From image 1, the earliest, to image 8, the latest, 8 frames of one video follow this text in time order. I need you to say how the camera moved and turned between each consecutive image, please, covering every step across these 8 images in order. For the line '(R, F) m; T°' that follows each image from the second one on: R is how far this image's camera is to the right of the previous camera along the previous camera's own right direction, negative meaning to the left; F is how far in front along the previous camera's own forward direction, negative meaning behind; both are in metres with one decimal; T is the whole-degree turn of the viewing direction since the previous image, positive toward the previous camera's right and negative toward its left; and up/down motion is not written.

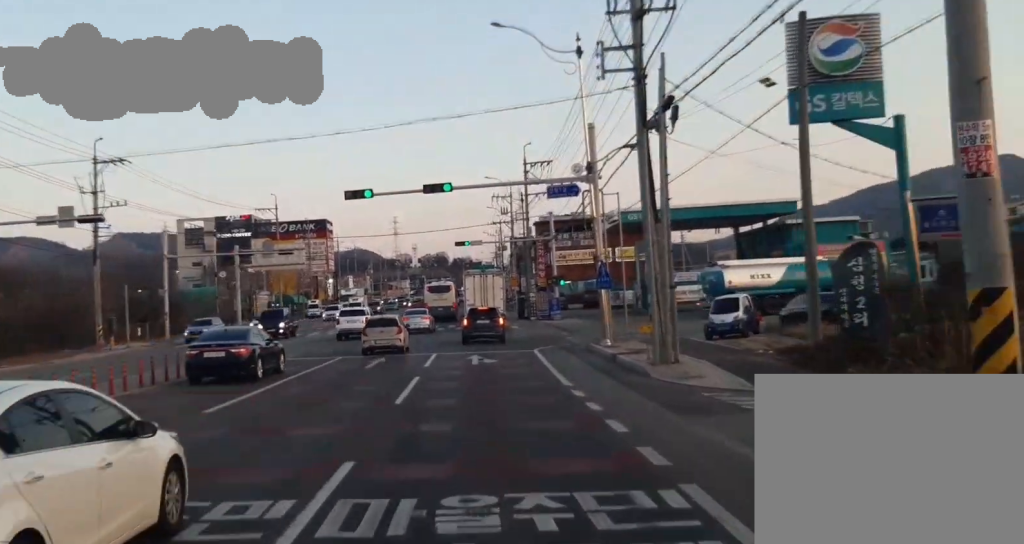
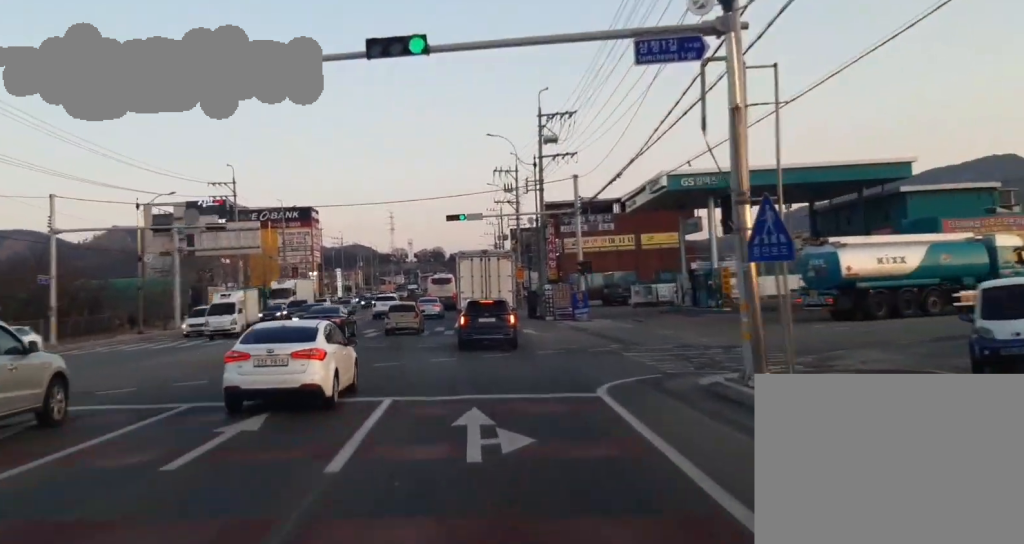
(0.0, +17.6) m; 0°
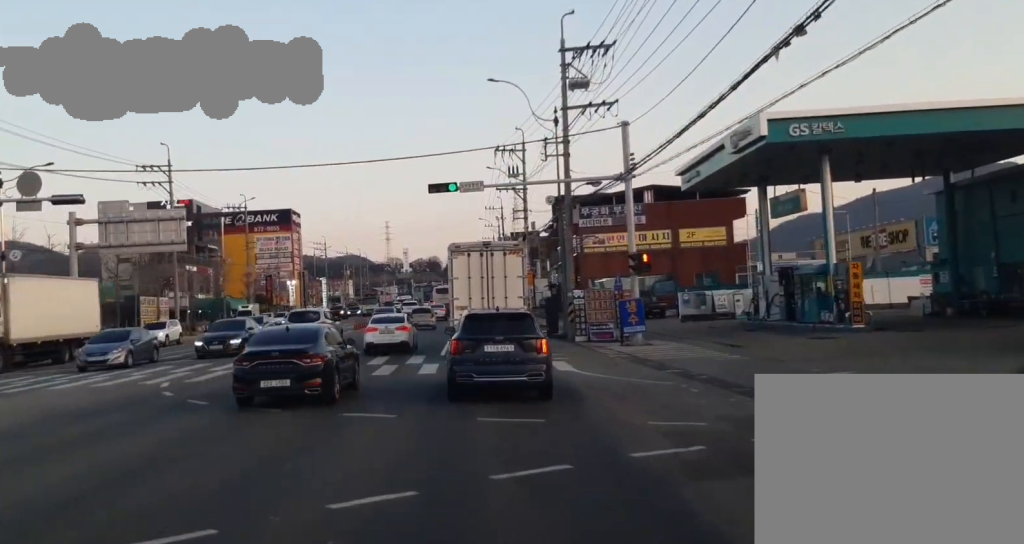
(0.0, +21.5) m; 0°
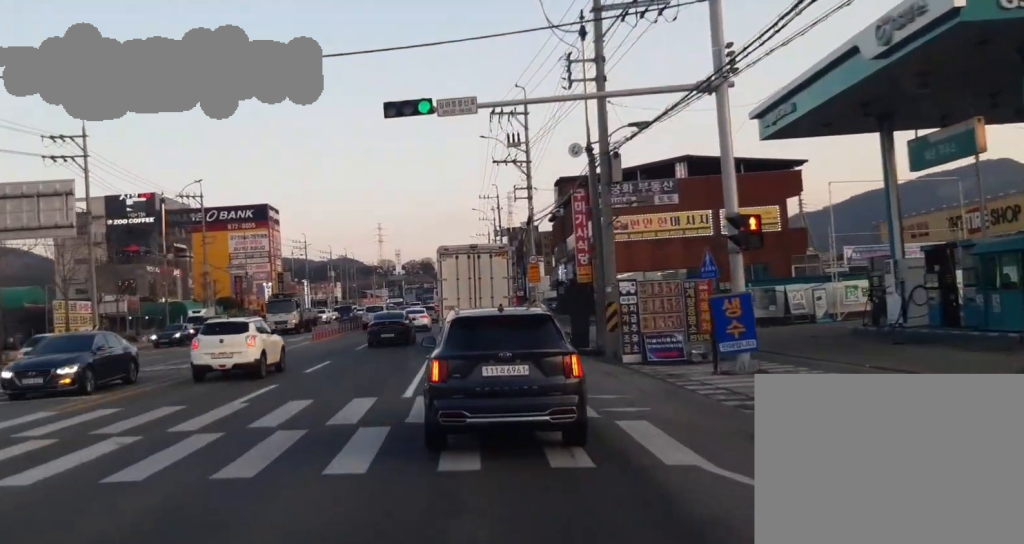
(0.0, +17.9) m; 0°
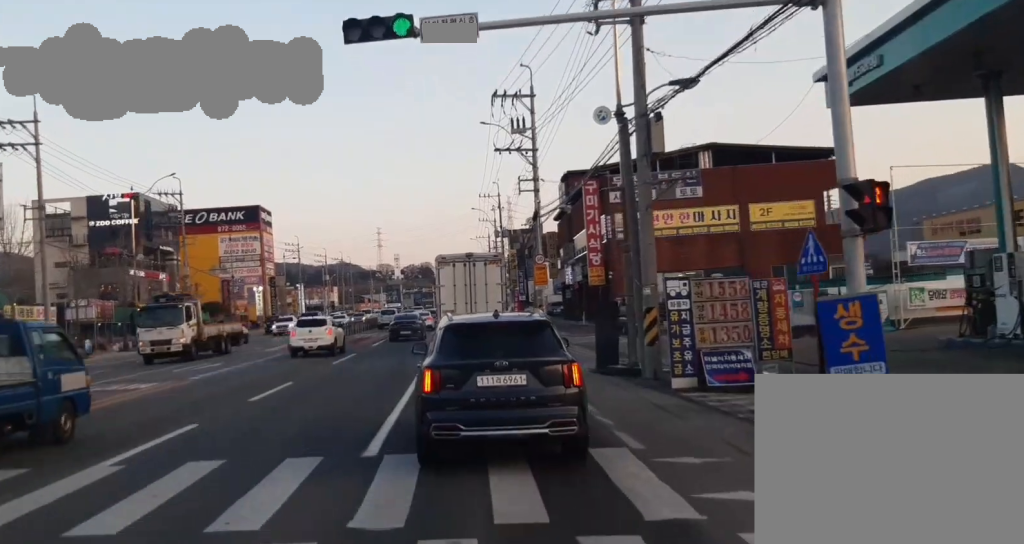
(0.0, +7.3) m; 0°
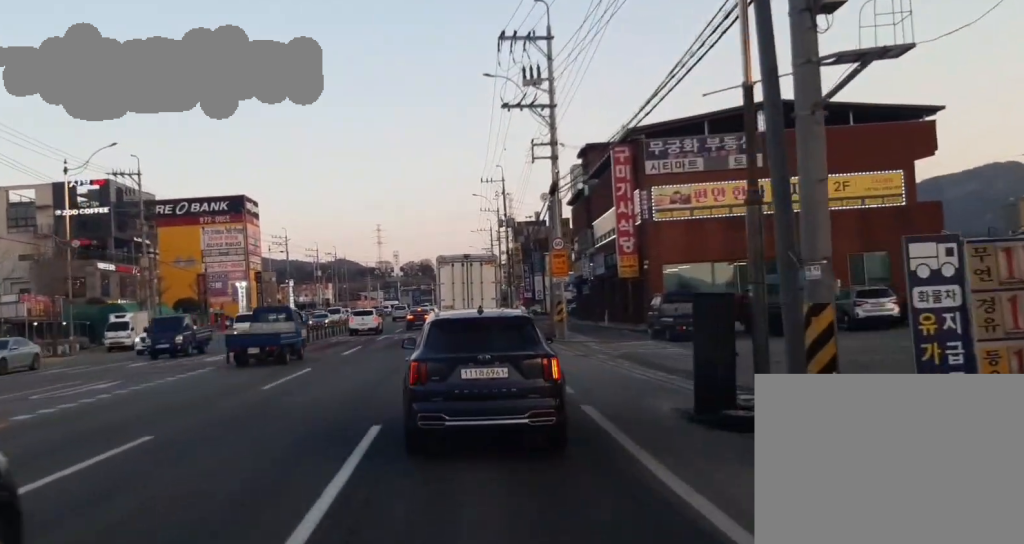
(-0.1, +11.4) m; -1°
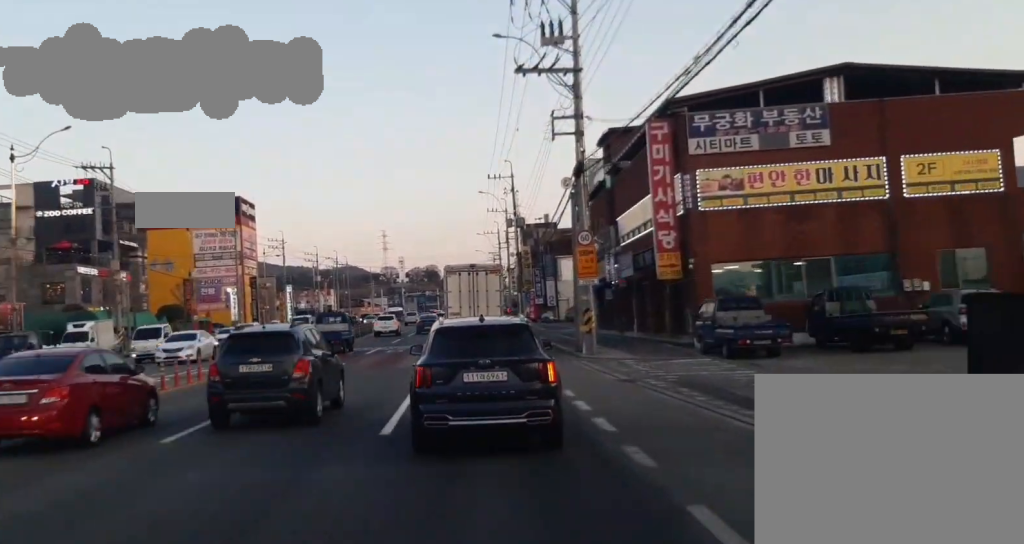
(-0.1, +7.1) m; -1°
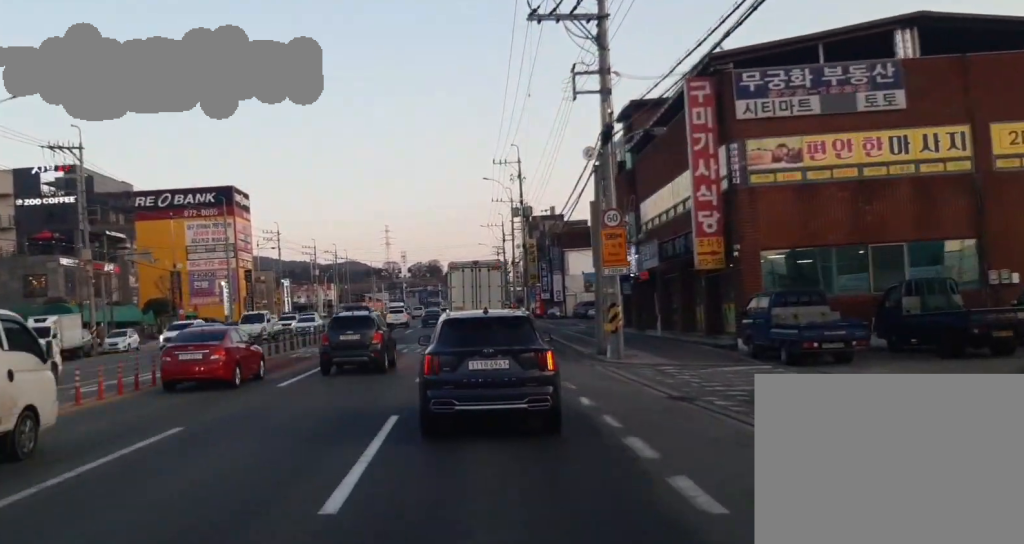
(0.0, +5.4) m; 0°
